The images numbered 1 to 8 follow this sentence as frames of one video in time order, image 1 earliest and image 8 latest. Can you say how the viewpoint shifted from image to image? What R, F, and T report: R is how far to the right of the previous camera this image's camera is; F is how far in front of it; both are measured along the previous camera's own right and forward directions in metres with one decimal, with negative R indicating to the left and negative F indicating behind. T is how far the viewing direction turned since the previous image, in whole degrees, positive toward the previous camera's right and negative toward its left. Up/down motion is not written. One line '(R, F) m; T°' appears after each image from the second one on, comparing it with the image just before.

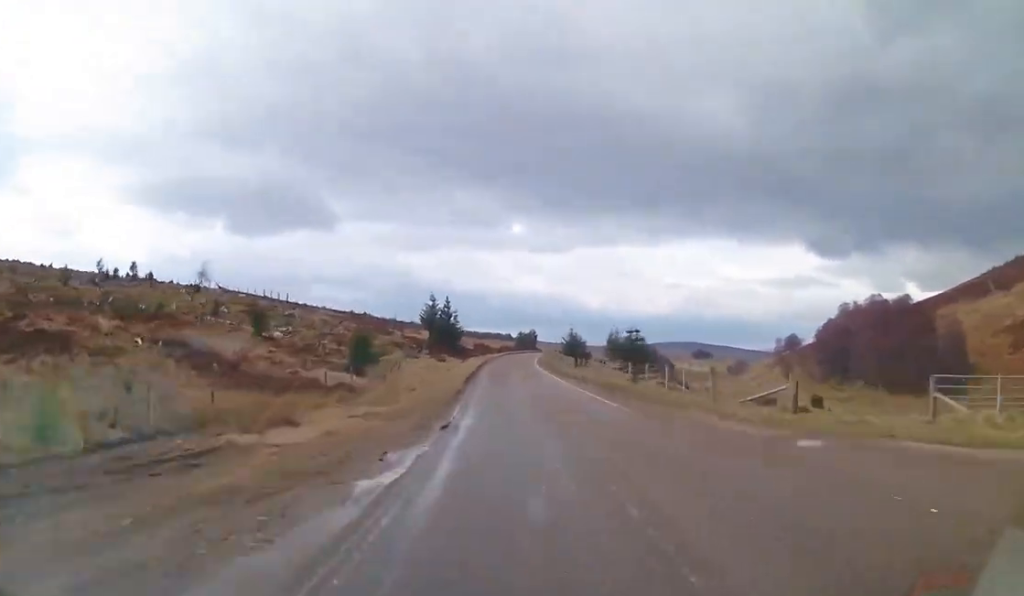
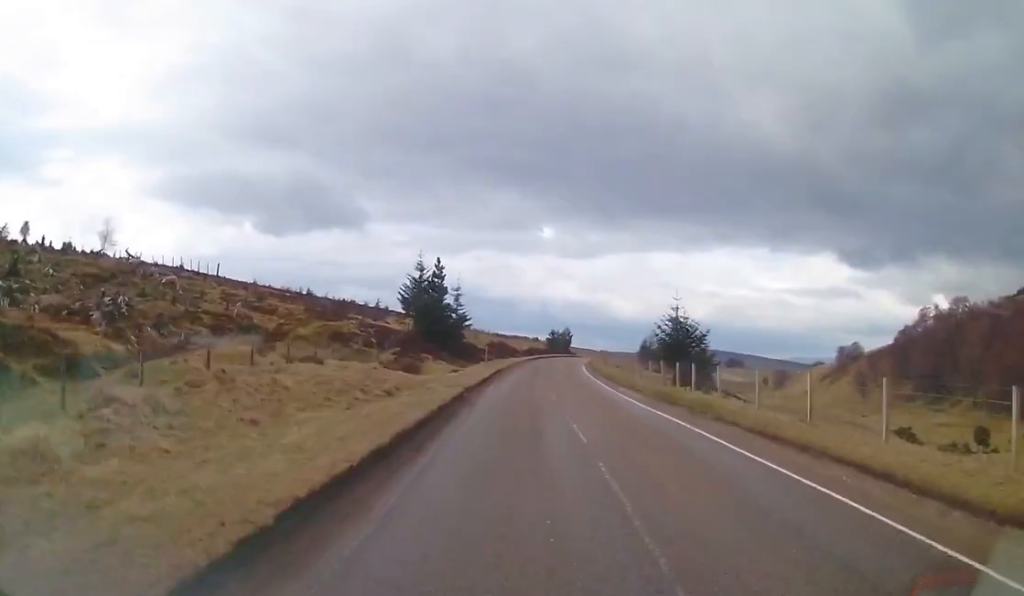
(-0.7, +32.7) m; 0°
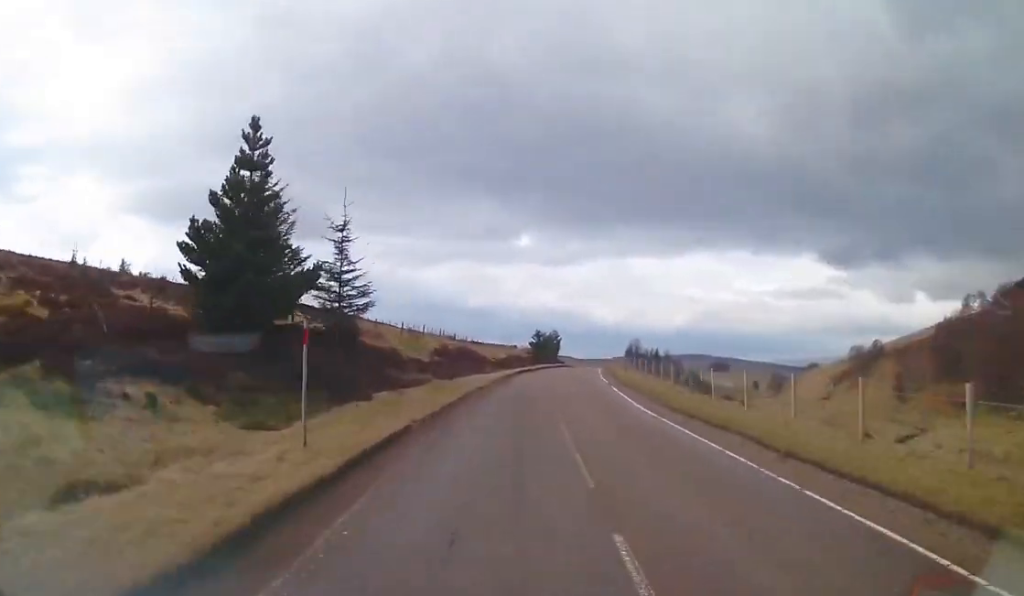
(+0.4, +30.0) m; +2°
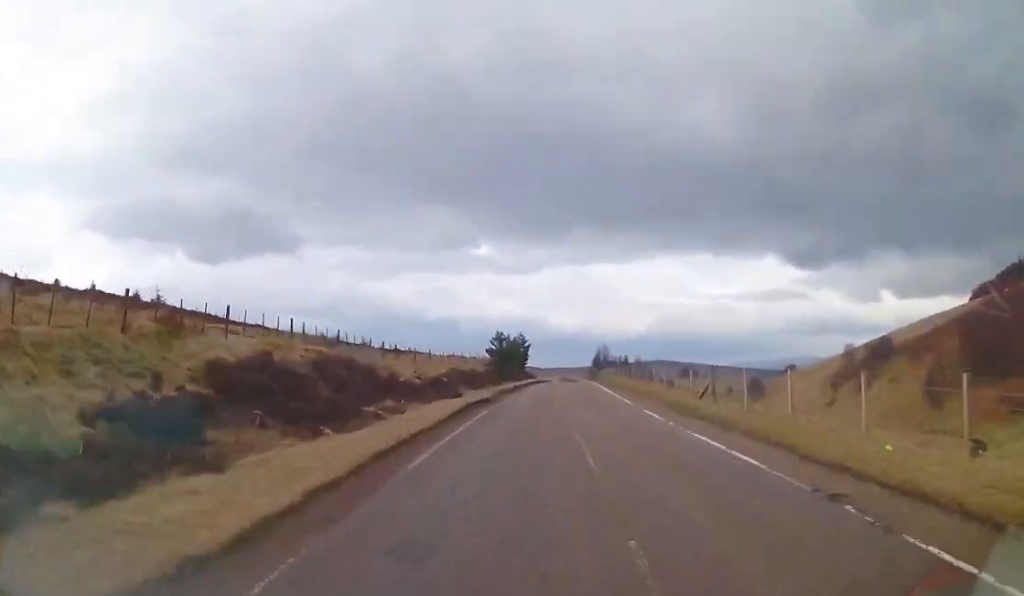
(-0.1, +27.6) m; +2°
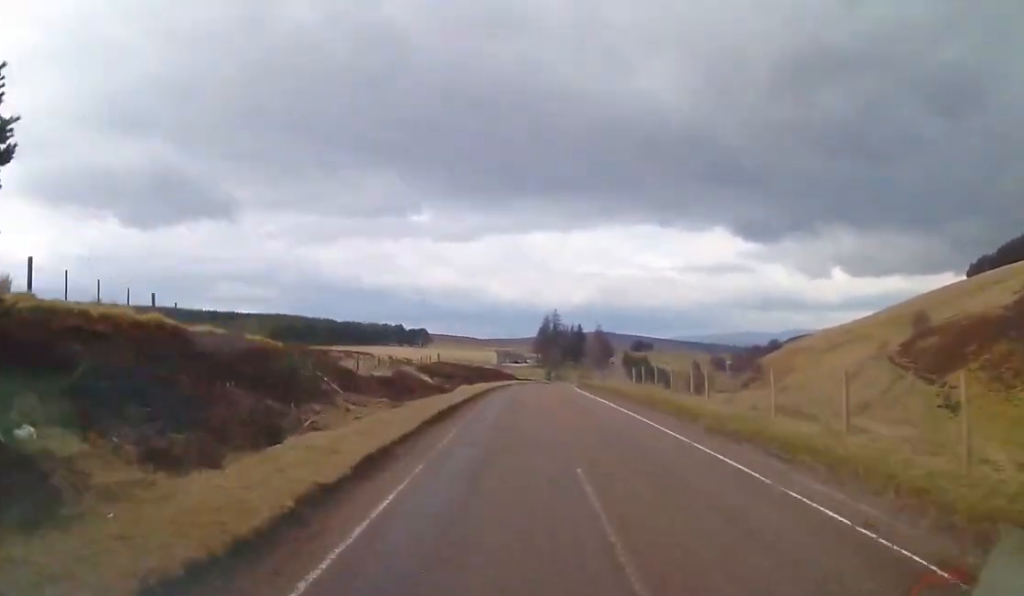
(+4.6, +88.7) m; +5°
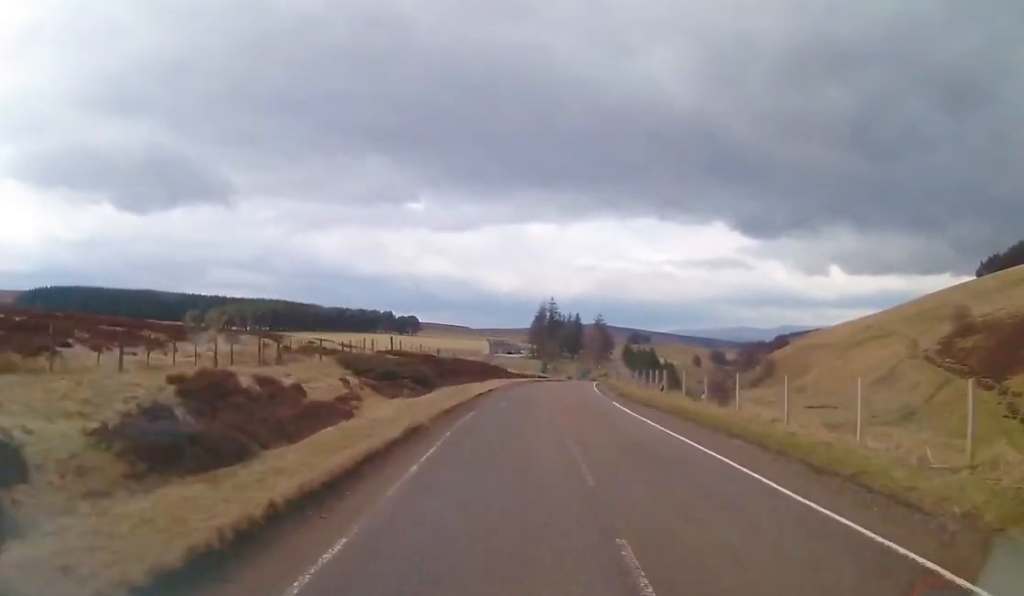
(-0.3, +22.3) m; +1°
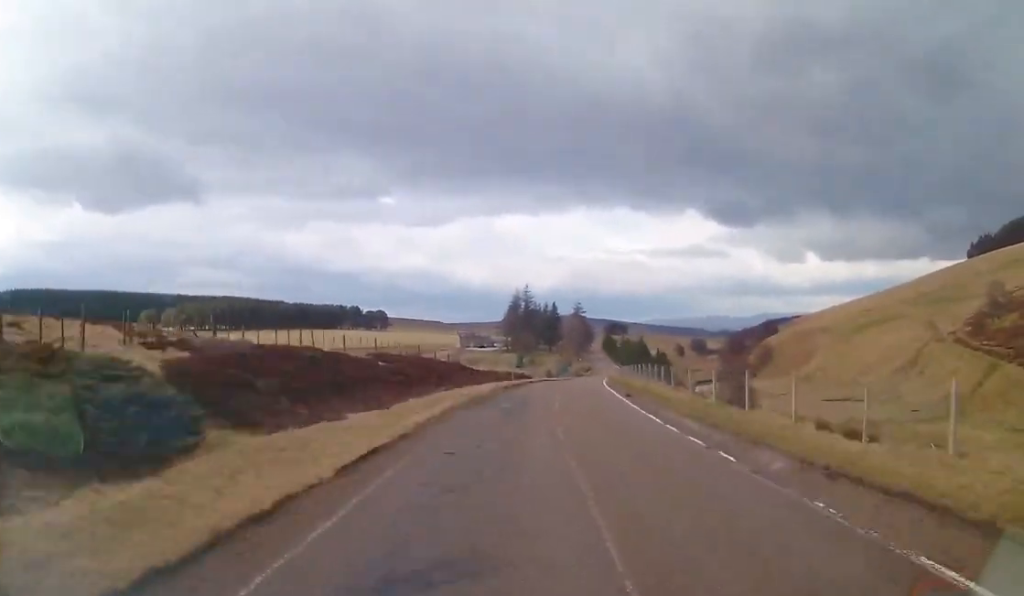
(+1.0, +23.6) m; +1°
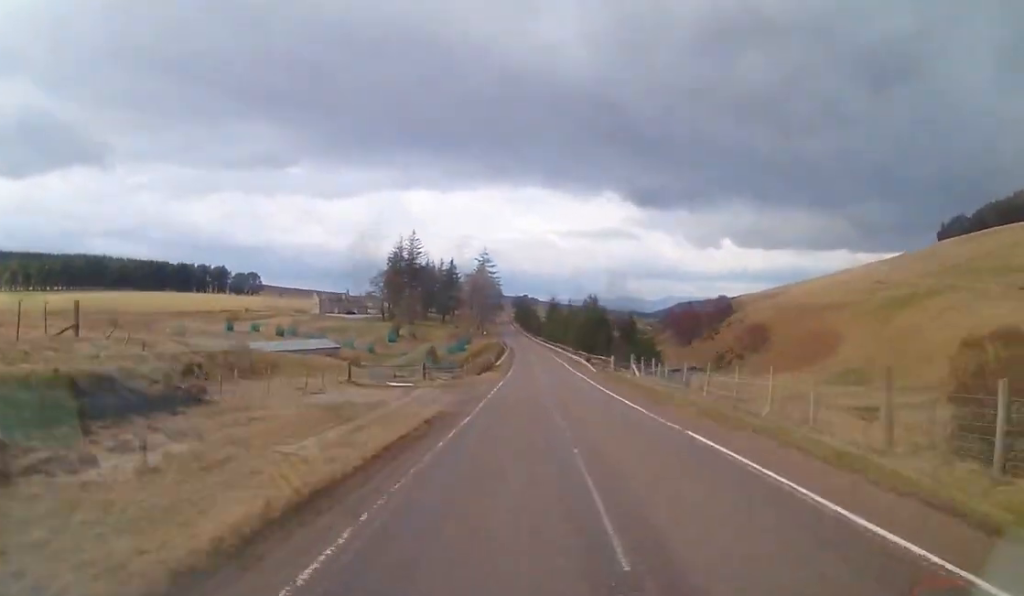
(+0.9, +82.8) m; +7°
